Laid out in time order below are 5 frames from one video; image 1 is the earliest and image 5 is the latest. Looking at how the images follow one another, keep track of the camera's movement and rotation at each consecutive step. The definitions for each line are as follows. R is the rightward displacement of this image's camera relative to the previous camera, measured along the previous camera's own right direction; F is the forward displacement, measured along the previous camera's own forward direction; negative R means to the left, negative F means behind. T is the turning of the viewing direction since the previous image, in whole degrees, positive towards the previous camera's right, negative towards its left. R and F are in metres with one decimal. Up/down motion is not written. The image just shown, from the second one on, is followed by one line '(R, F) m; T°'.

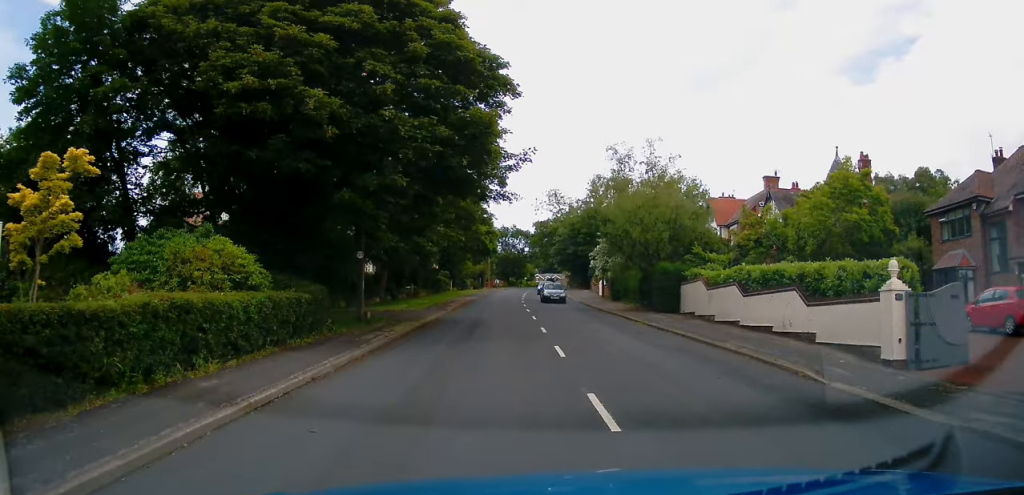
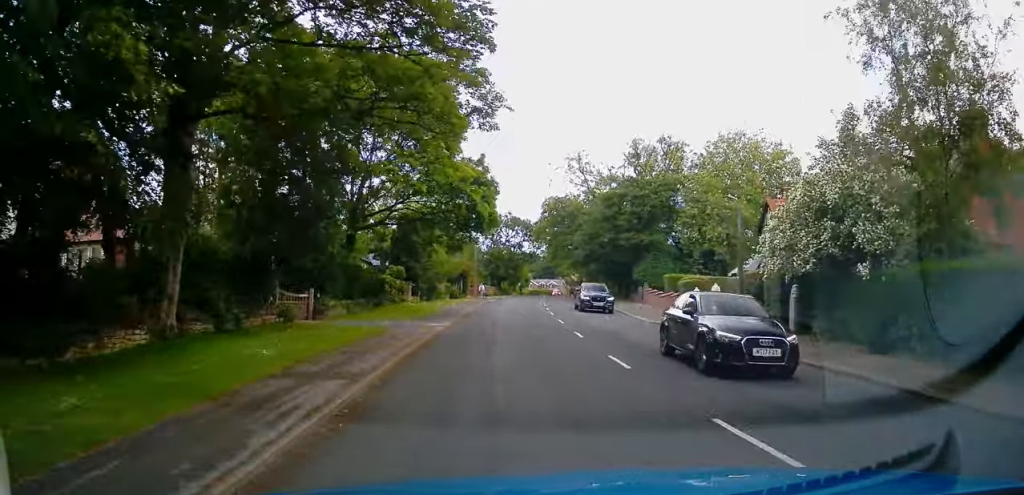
(-0.6, +31.2) m; 0°
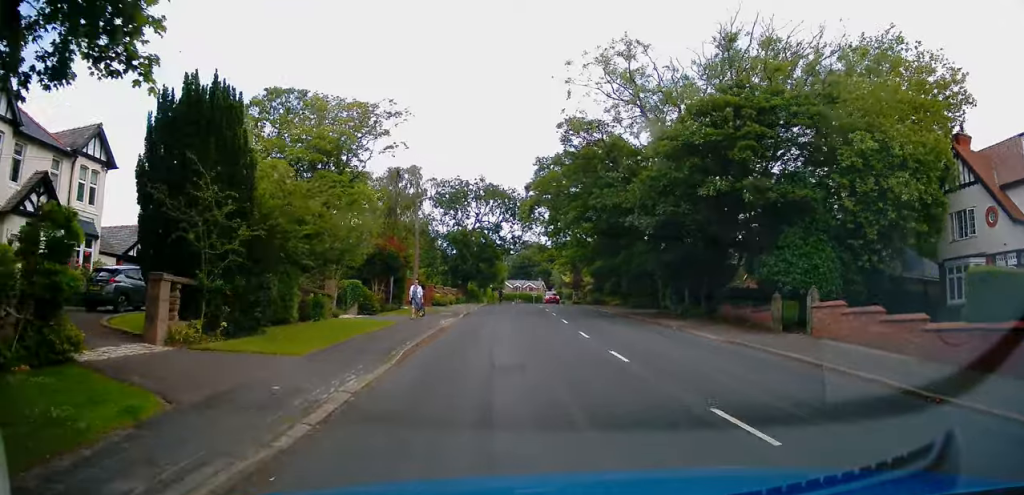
(+0.7, +28.9) m; +4°
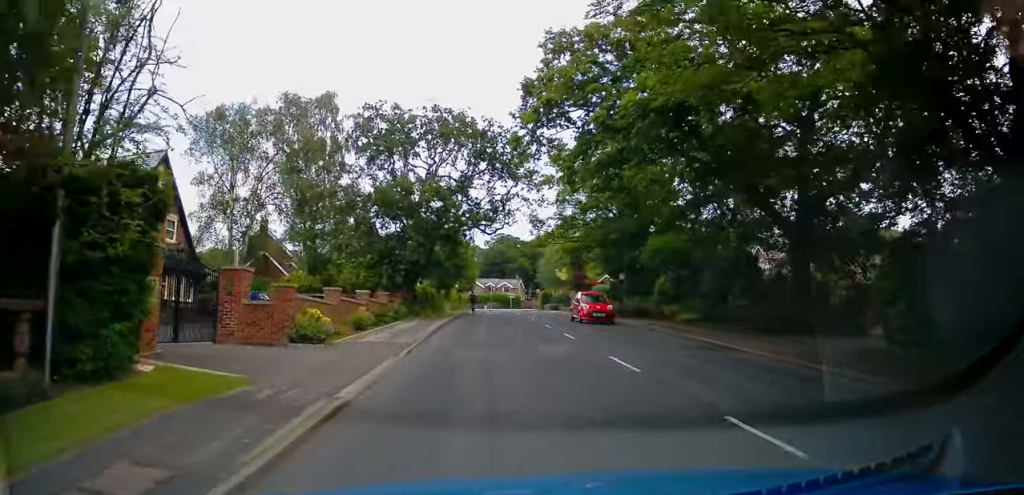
(+1.0, +24.4) m; +2°
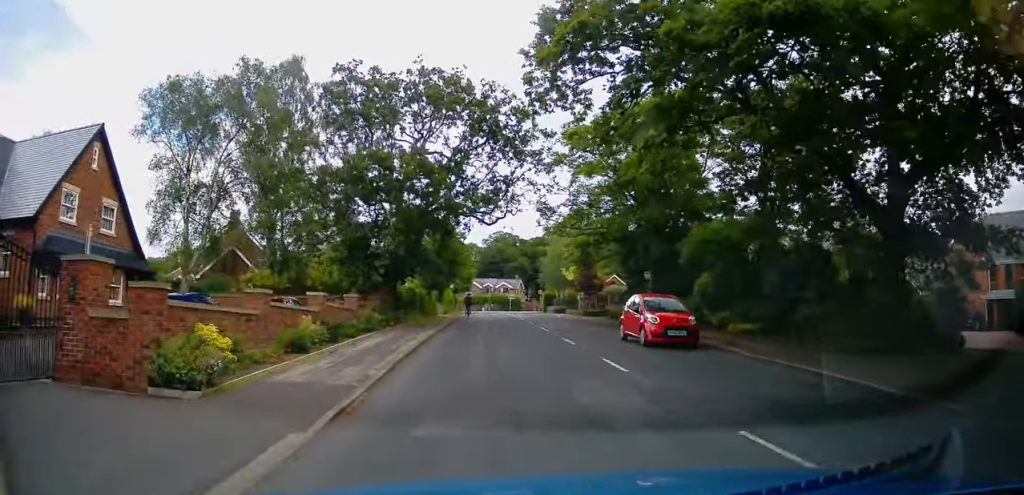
(-0.2, +6.3) m; -1°
